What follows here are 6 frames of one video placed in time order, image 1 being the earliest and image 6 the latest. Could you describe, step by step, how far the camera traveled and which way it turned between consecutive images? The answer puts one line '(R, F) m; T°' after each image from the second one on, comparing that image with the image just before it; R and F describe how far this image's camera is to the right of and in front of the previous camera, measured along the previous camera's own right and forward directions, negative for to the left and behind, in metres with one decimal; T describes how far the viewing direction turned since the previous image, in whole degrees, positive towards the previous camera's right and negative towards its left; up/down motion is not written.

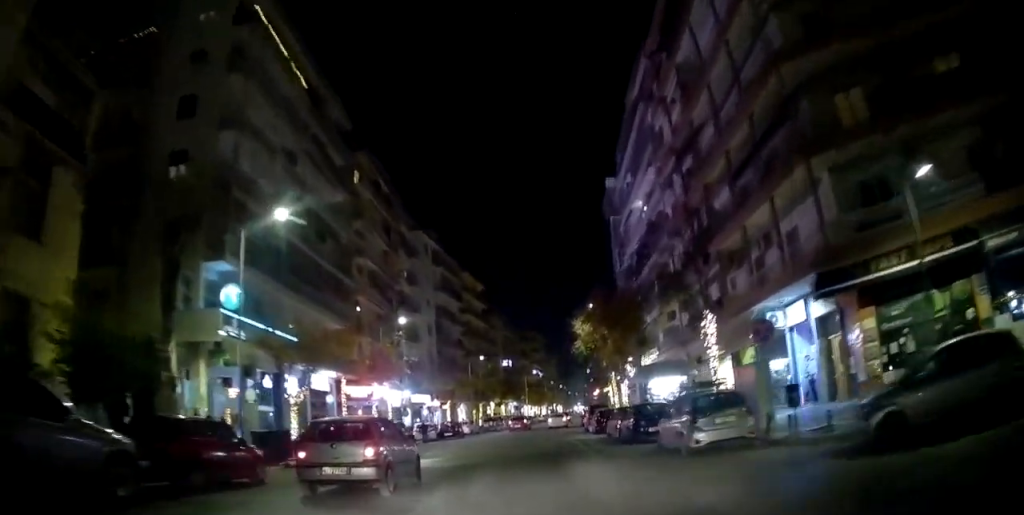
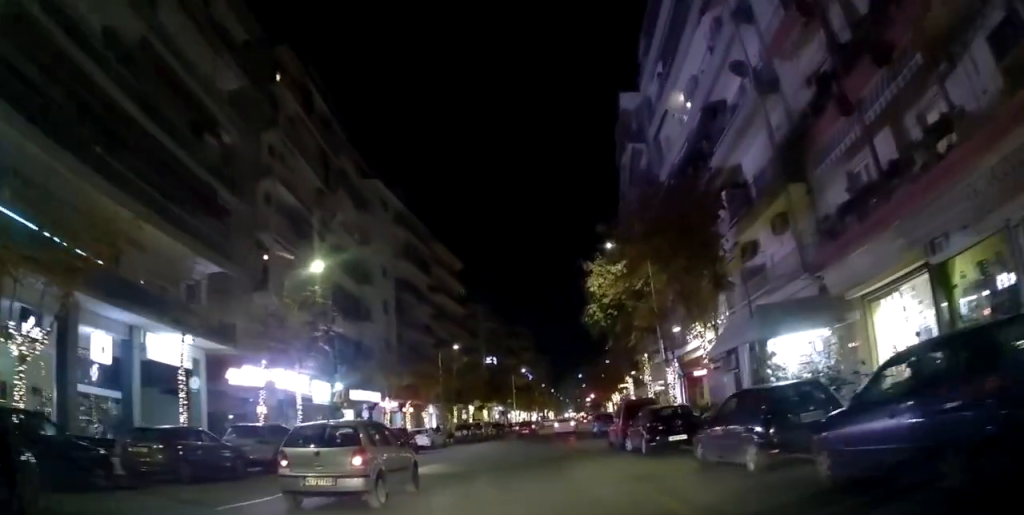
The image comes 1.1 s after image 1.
(0.0, +16.5) m; 0°
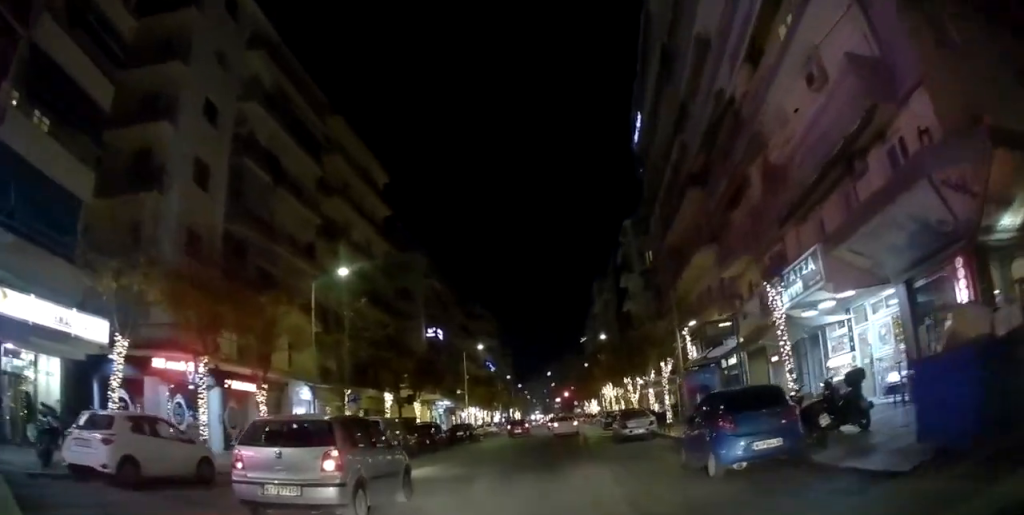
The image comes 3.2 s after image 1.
(-0.6, +27.8) m; -1°
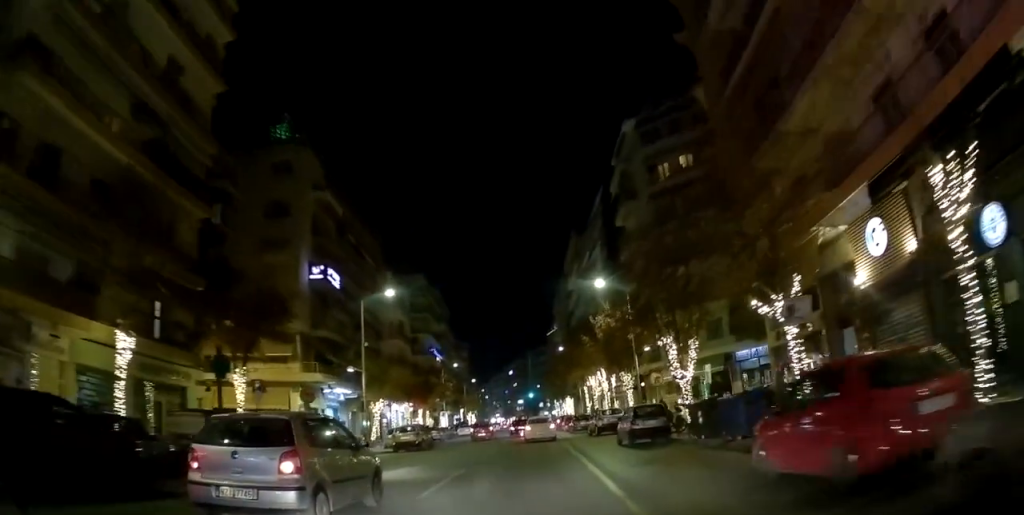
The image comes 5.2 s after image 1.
(+1.4, +25.3) m; +3°
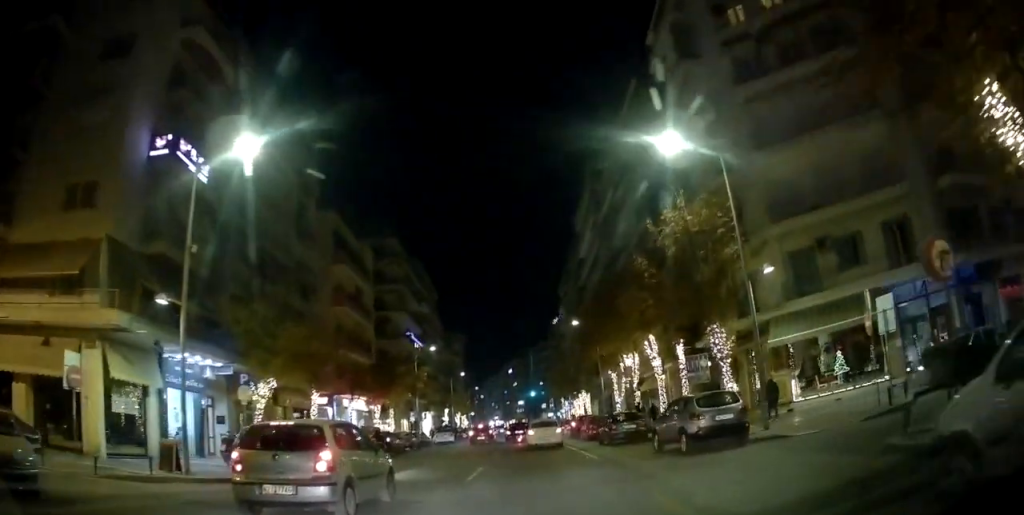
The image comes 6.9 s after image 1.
(+1.0, +18.6) m; +6°
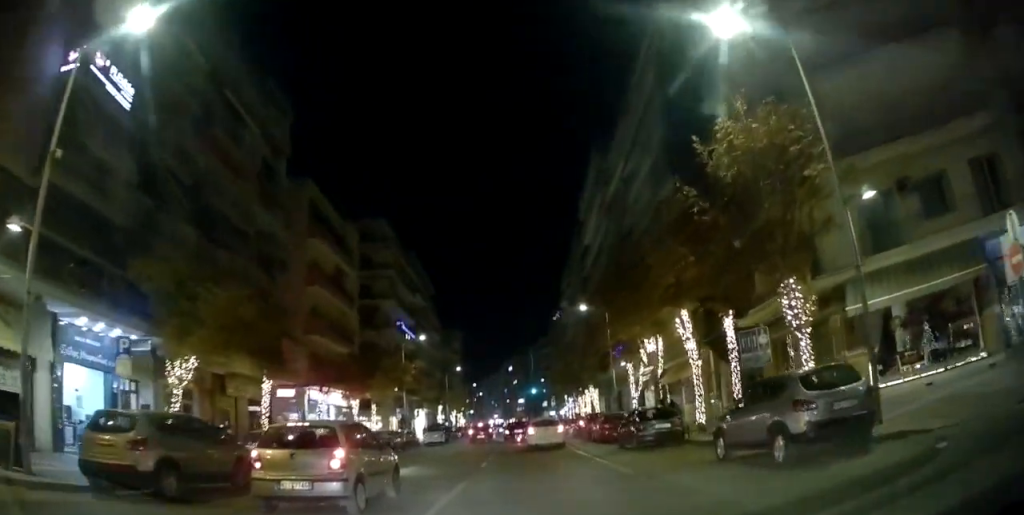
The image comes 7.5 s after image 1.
(-0.2, +6.1) m; -1°
